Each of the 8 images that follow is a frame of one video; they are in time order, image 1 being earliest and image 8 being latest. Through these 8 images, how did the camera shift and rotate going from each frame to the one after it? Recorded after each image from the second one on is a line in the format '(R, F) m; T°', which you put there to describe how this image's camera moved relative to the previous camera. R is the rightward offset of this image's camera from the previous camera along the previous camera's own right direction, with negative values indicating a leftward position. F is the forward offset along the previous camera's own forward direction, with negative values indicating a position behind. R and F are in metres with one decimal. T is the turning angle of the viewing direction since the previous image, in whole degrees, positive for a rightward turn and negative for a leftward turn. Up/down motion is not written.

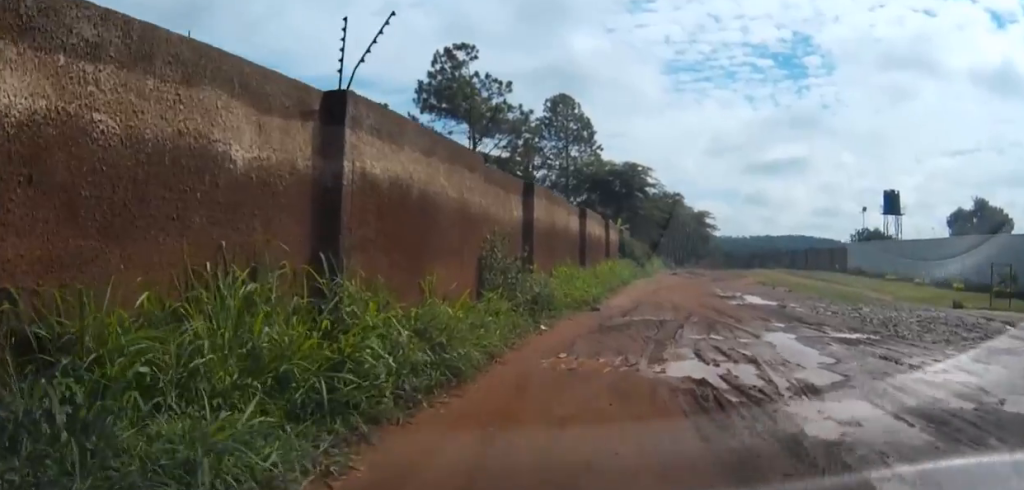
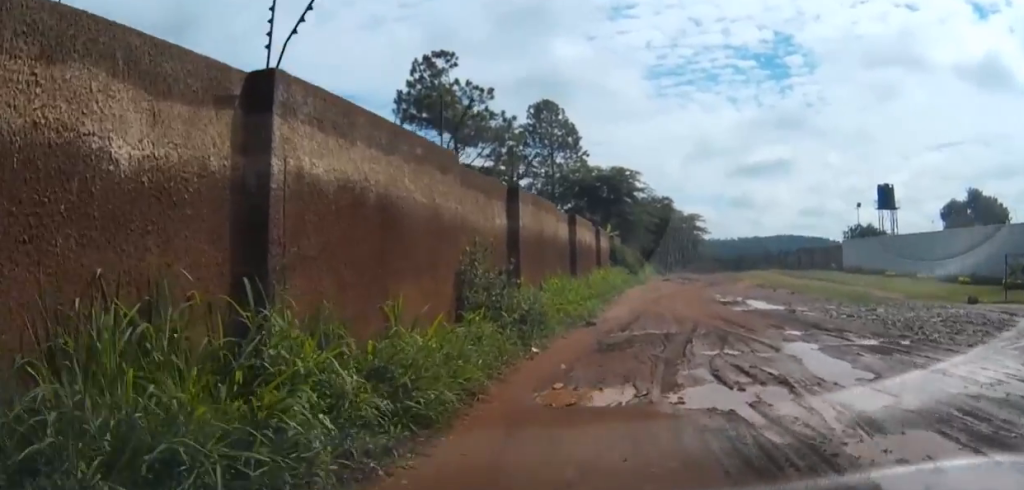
(0.0, +1.5) m; +1°
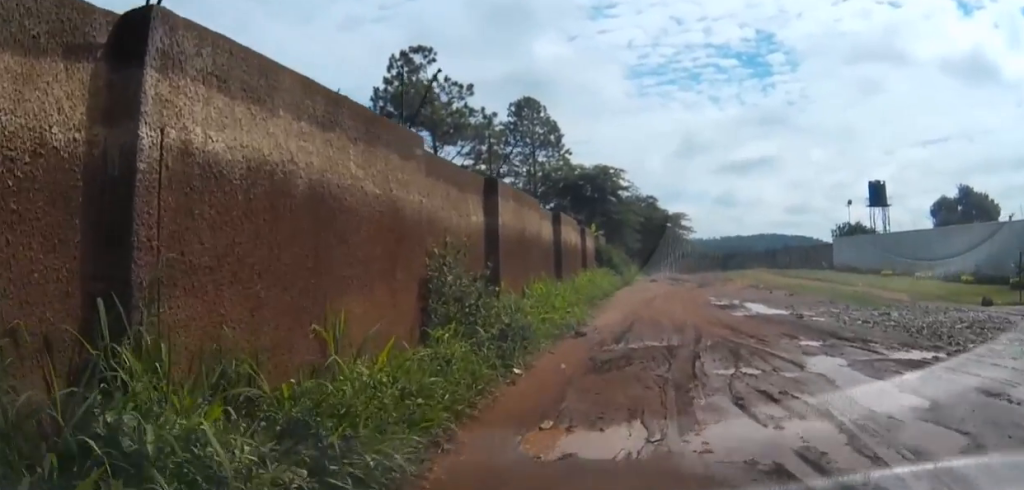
(+0.1, +1.5) m; -3°
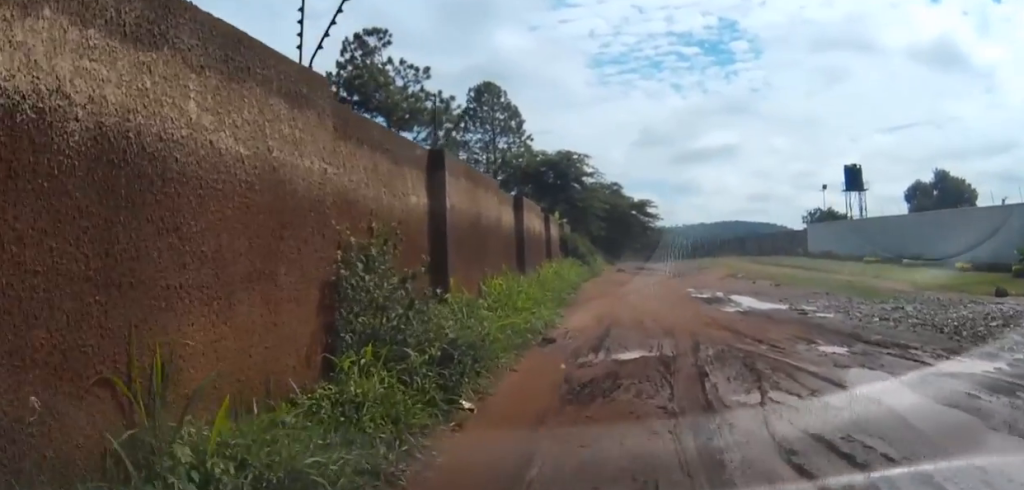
(0.0, +2.2) m; -3°
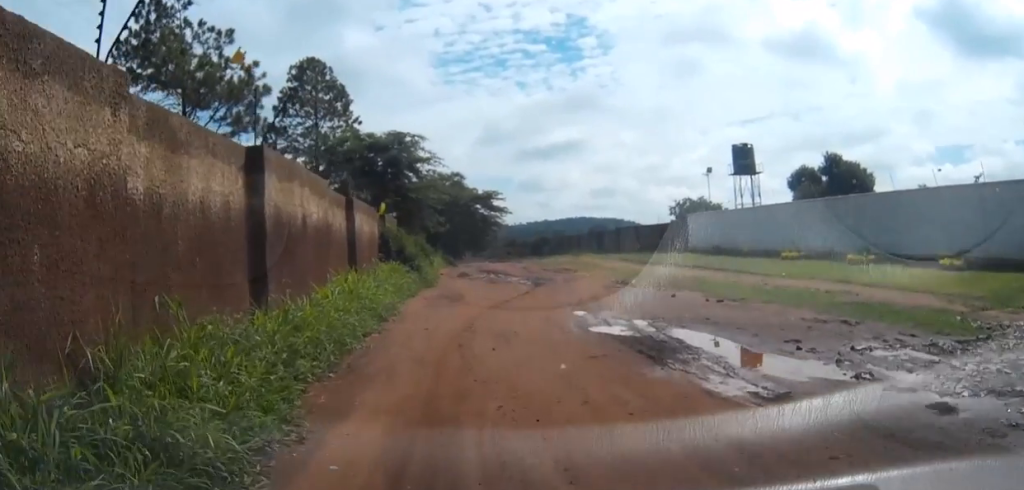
(+2.4, +8.2) m; +22°
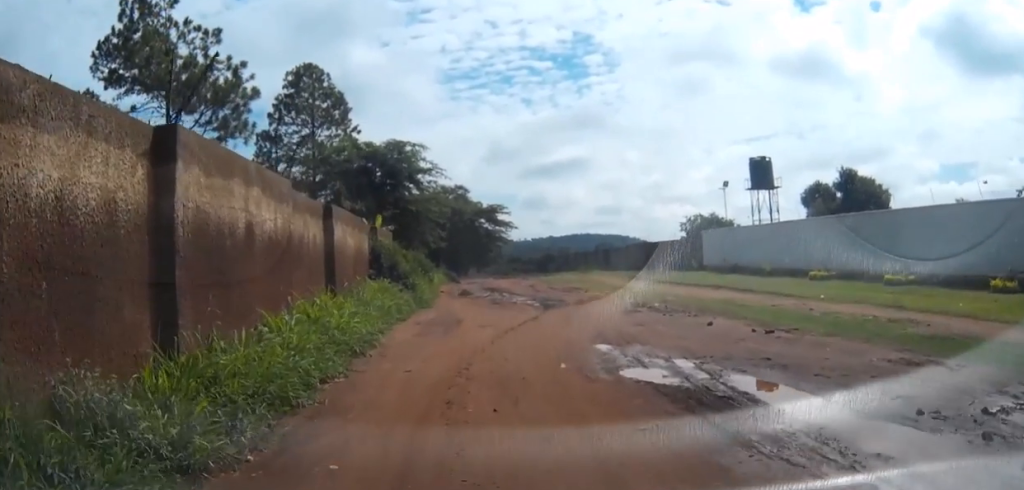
(-0.1, +2.9) m; -1°
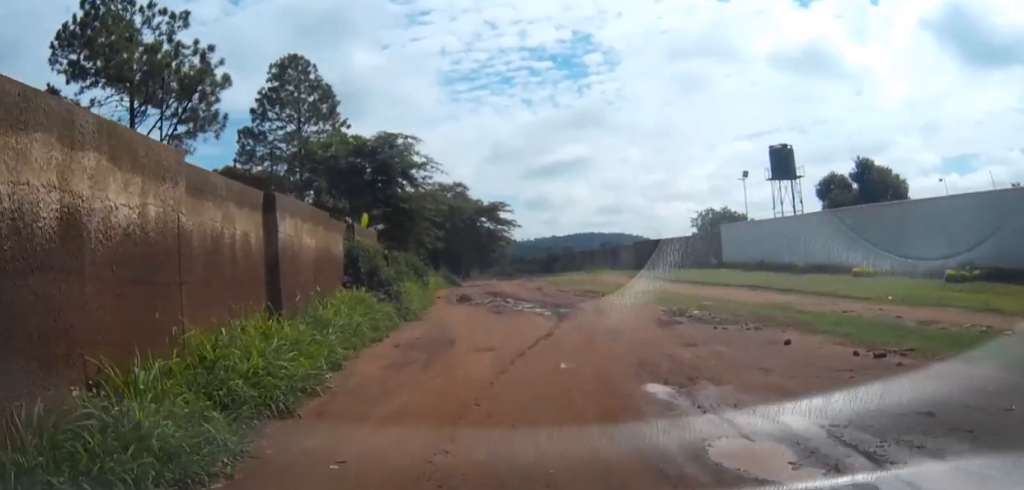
(+0.1, +3.8) m; +2°
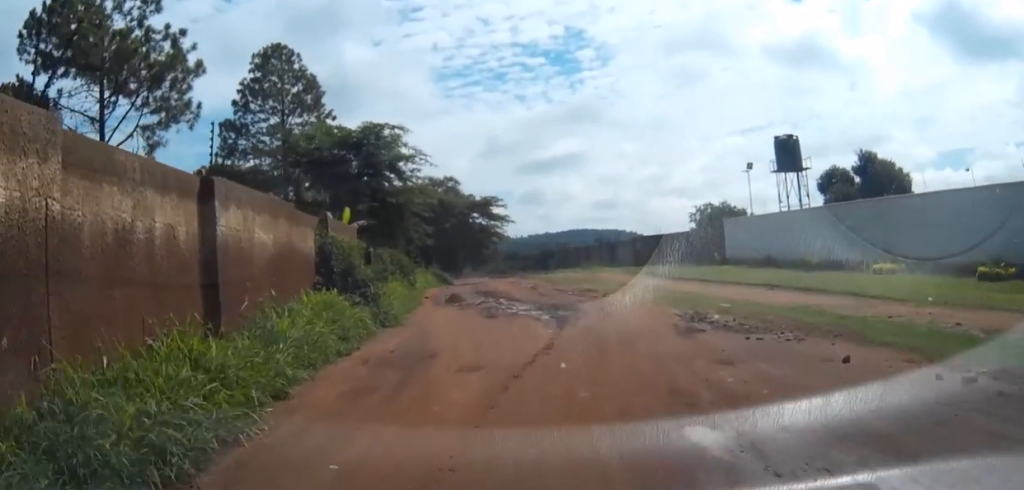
(0.0, +2.0) m; +1°
